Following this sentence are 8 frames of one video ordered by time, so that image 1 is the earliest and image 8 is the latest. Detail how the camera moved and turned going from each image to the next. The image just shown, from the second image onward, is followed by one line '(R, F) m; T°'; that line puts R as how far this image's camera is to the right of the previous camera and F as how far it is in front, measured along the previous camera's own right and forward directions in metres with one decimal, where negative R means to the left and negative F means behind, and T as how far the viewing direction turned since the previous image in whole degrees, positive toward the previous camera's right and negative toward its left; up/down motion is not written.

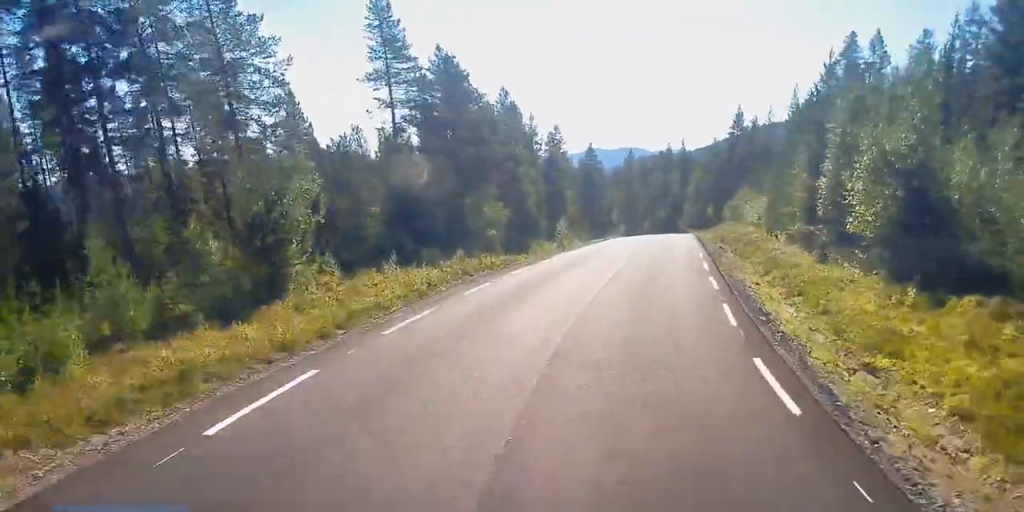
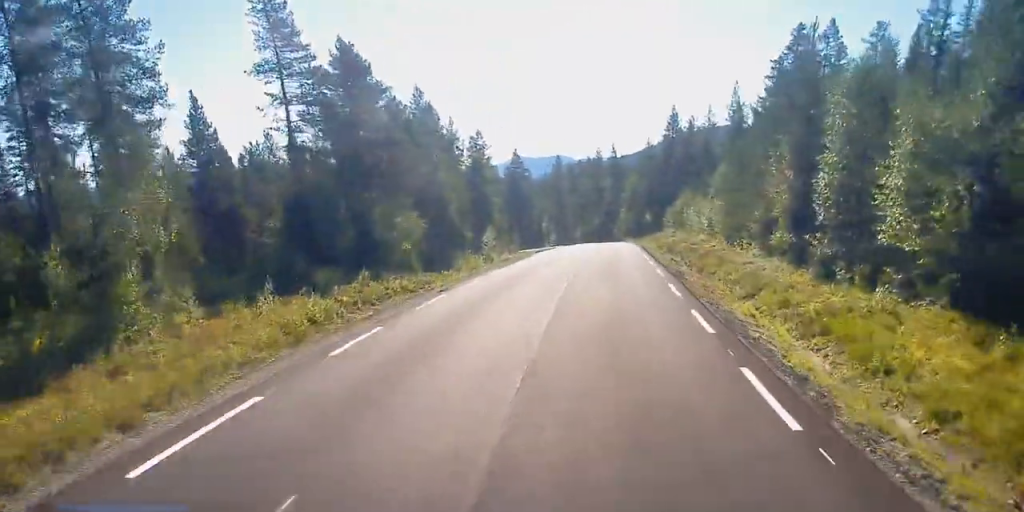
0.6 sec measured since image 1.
(+0.4, +6.6) m; +5°
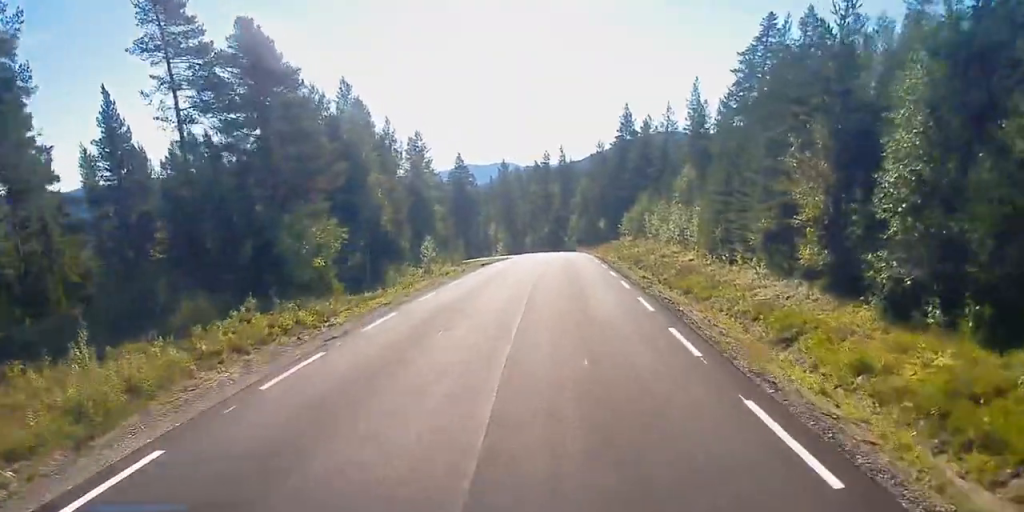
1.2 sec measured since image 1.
(+0.2, +7.7) m; +3°
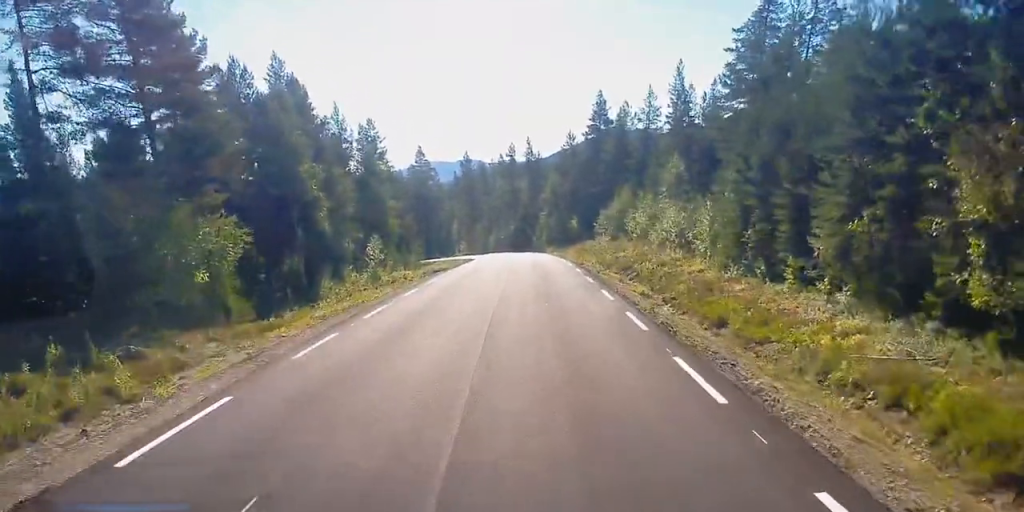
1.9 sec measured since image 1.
(+0.4, +9.3) m; +4°
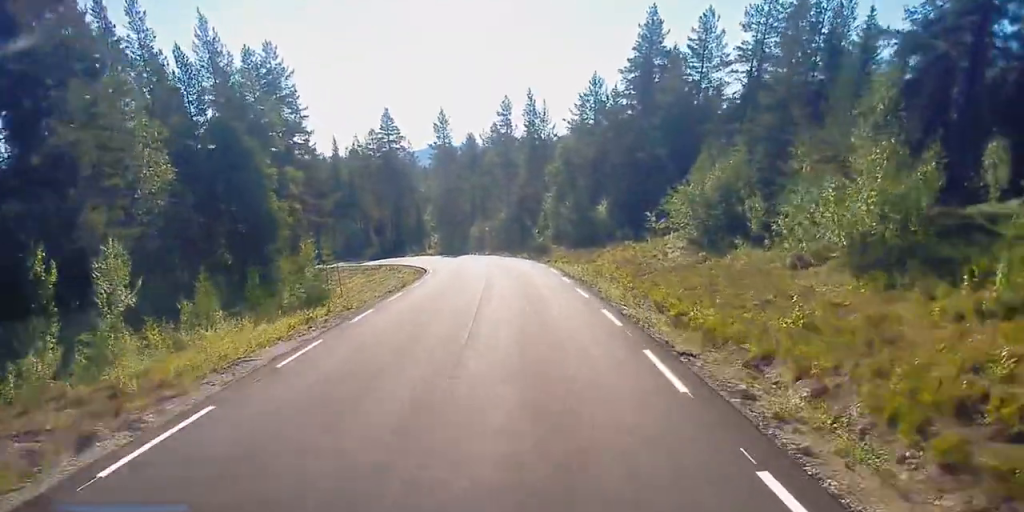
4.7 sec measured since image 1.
(+1.0, +35.1) m; -4°
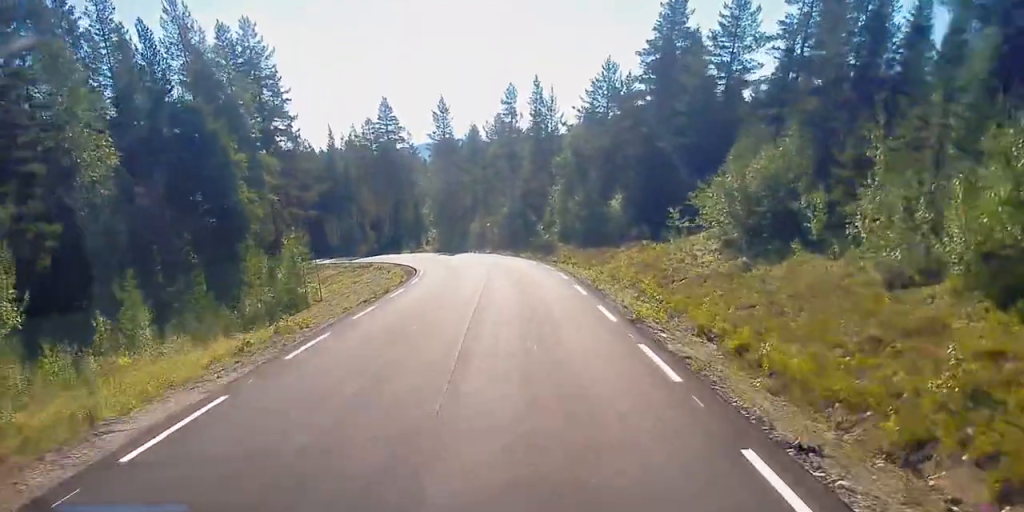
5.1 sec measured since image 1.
(+0.3, +5.5) m; -5°
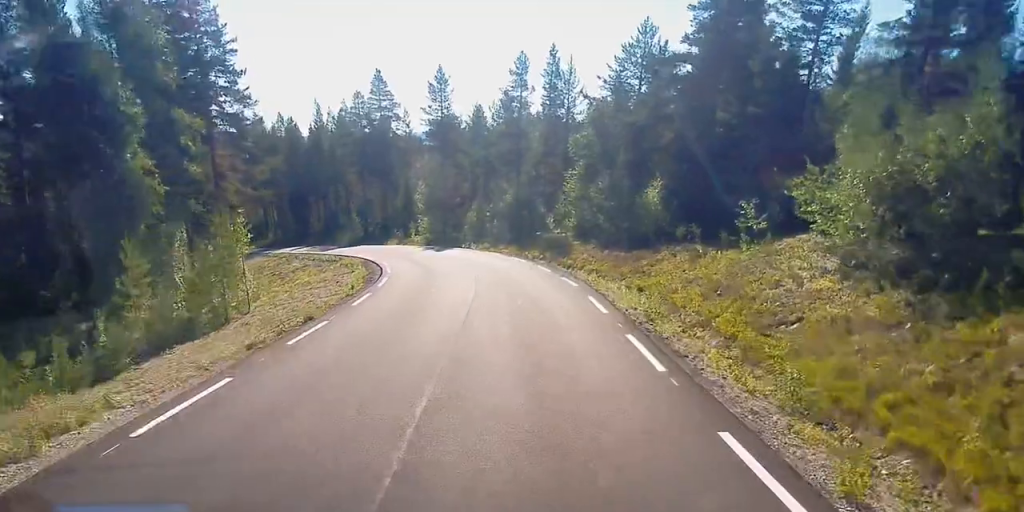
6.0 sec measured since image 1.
(-1.5, +11.0) m; +5°
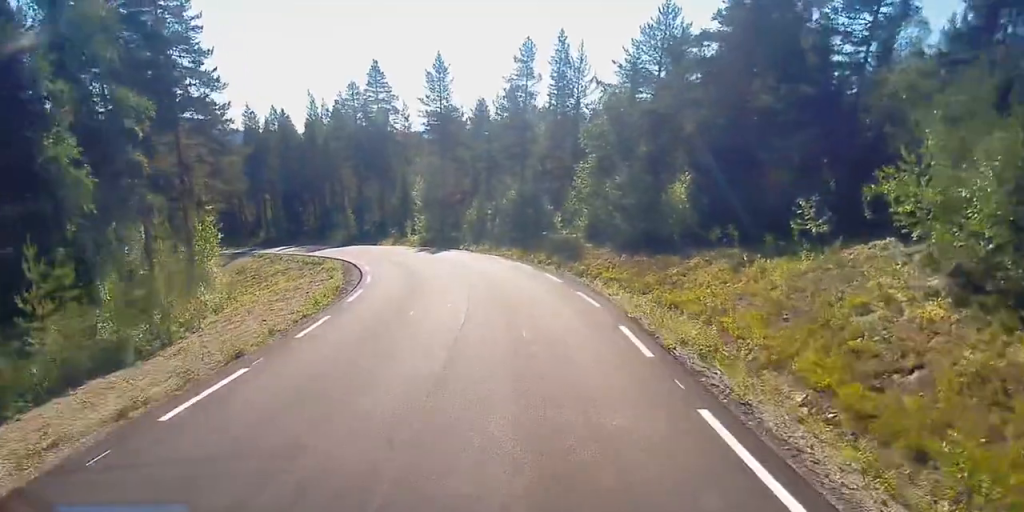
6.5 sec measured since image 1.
(-0.7, +4.9) m; +5°
